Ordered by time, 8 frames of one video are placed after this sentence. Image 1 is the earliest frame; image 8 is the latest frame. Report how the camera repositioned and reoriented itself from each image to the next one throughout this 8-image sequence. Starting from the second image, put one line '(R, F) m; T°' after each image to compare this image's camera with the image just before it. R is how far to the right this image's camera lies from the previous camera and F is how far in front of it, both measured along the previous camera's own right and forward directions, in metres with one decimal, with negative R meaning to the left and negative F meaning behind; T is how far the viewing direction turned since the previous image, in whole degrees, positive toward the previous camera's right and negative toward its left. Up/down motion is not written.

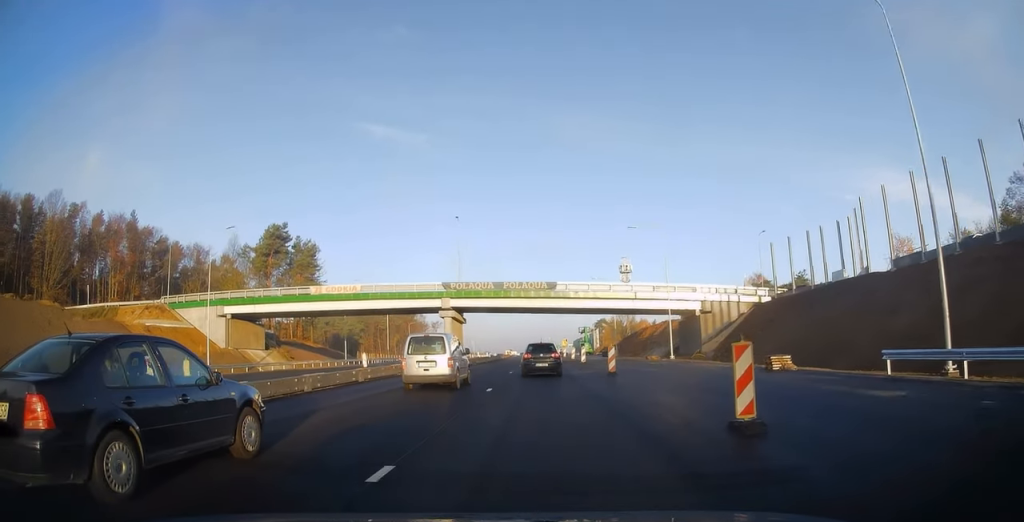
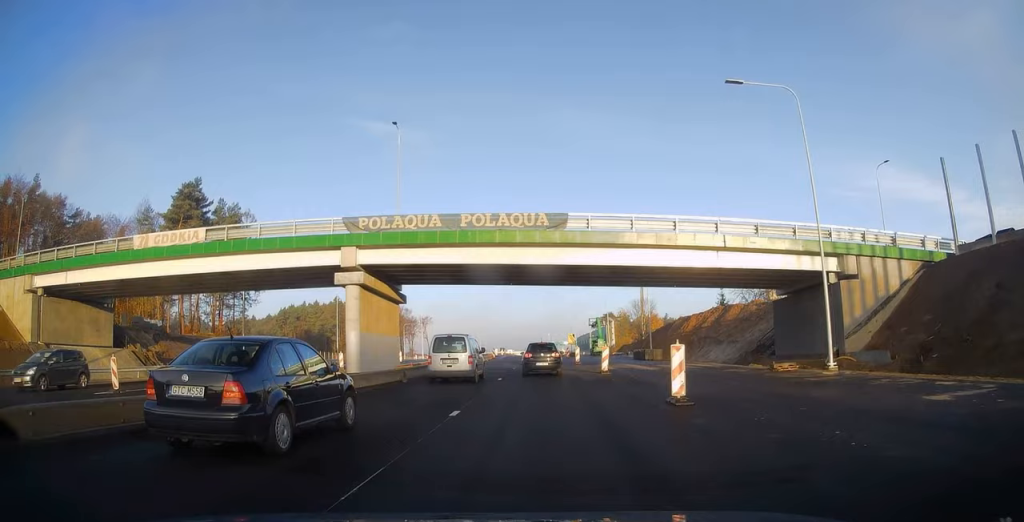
(+0.5, +31.6) m; +1°
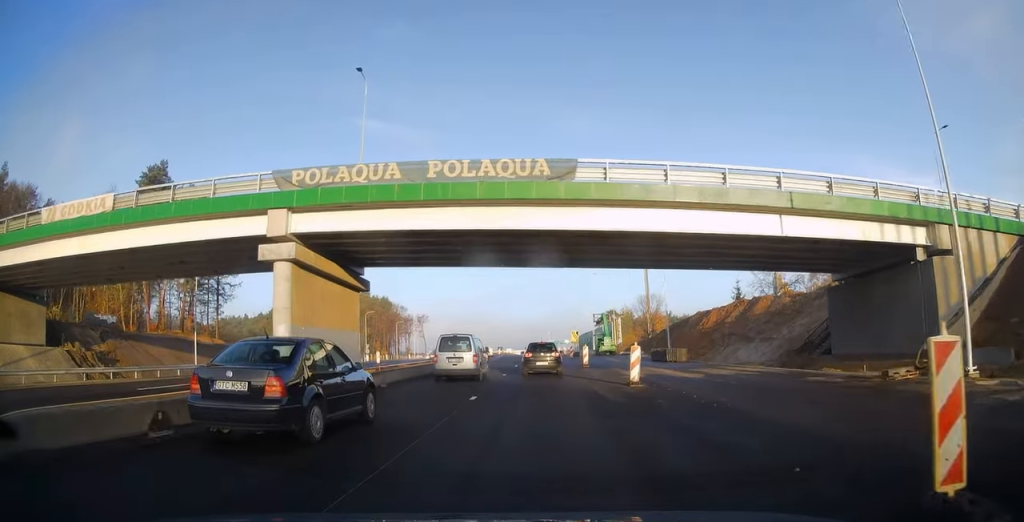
(0.0, +9.1) m; 0°
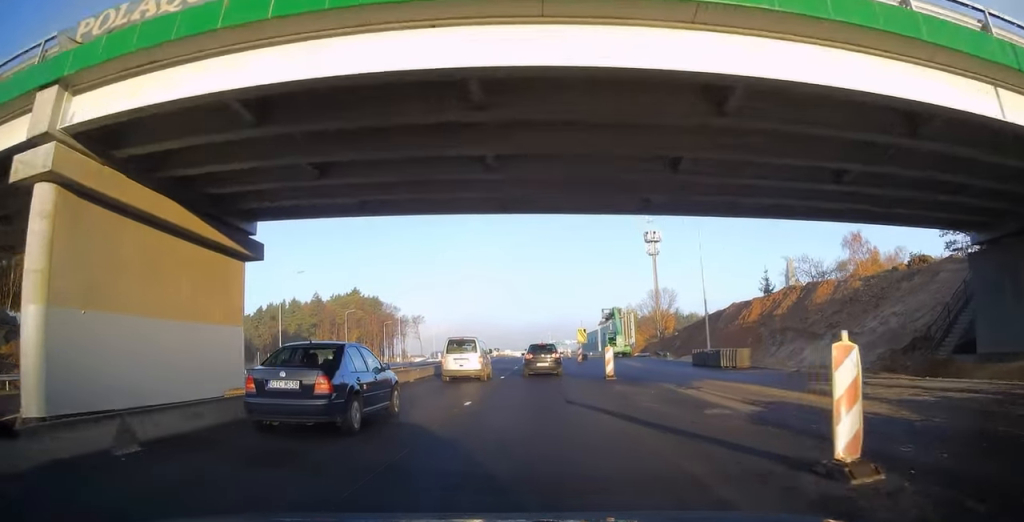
(-0.2, +13.3) m; -1°
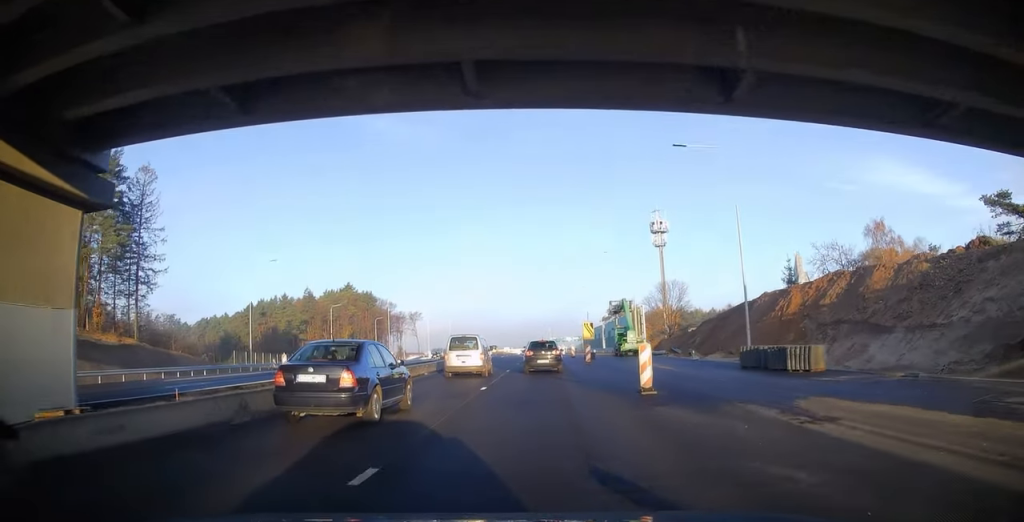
(0.0, +8.4) m; 0°
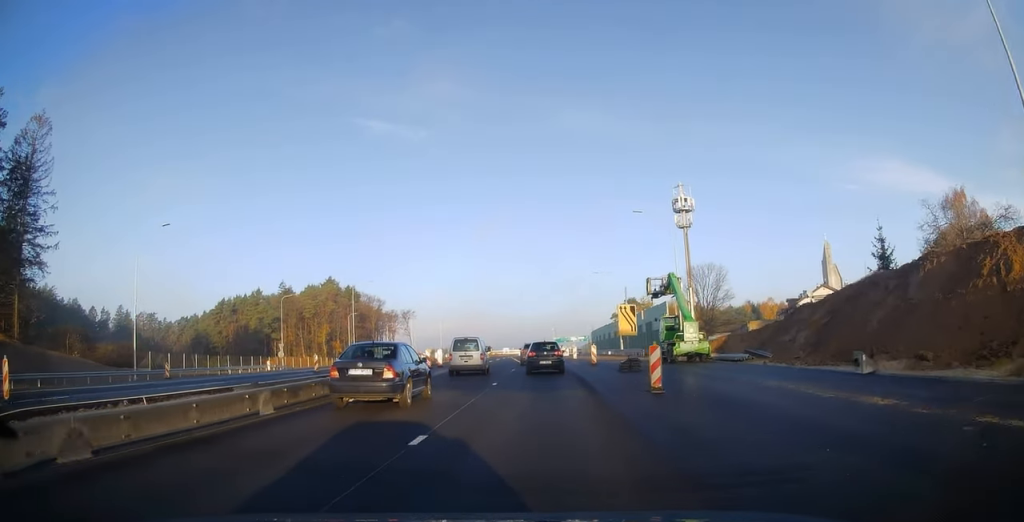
(0.0, +22.4) m; 0°
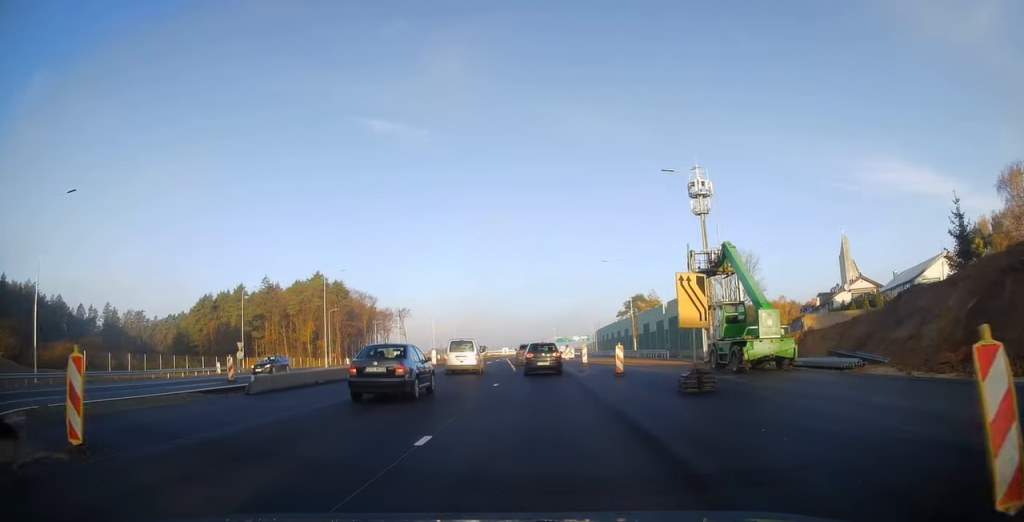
(0.0, +12.4) m; 0°
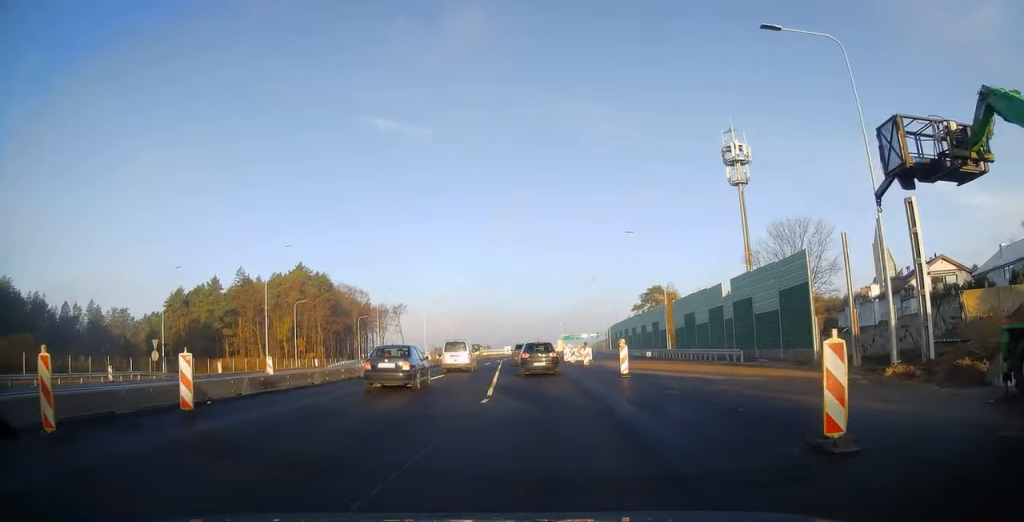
(0.0, +18.8) m; 0°
